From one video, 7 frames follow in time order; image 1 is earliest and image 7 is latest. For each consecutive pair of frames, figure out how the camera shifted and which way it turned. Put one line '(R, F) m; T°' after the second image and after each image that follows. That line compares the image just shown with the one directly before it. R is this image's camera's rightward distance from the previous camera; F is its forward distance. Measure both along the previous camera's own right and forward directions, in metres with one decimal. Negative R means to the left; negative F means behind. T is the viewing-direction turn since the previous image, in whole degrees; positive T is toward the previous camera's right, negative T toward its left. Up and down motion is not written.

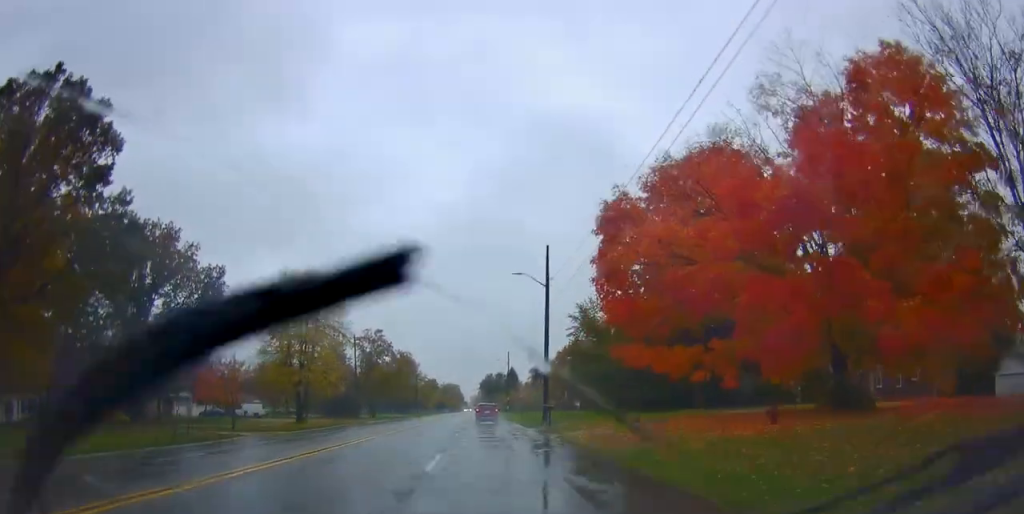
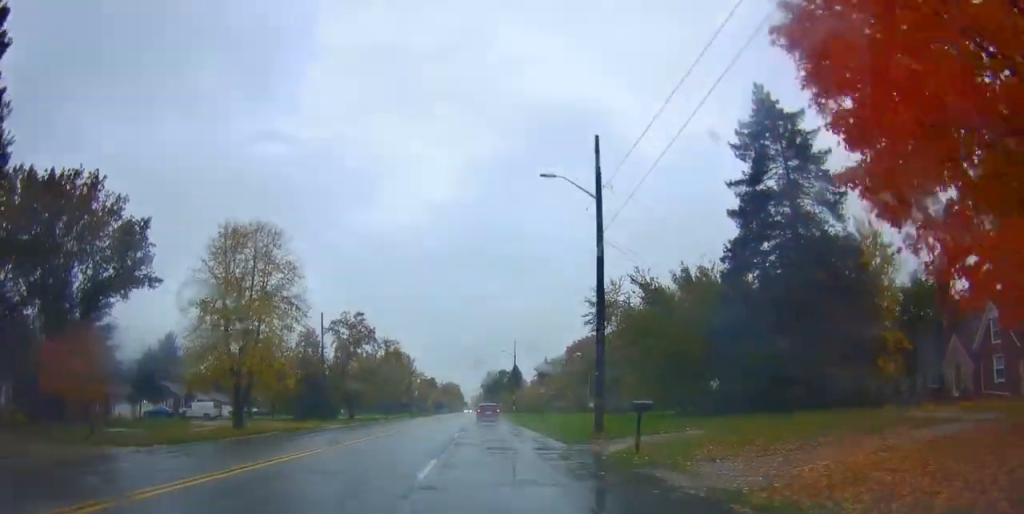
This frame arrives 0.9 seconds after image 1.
(+0.8, +17.8) m; +2°
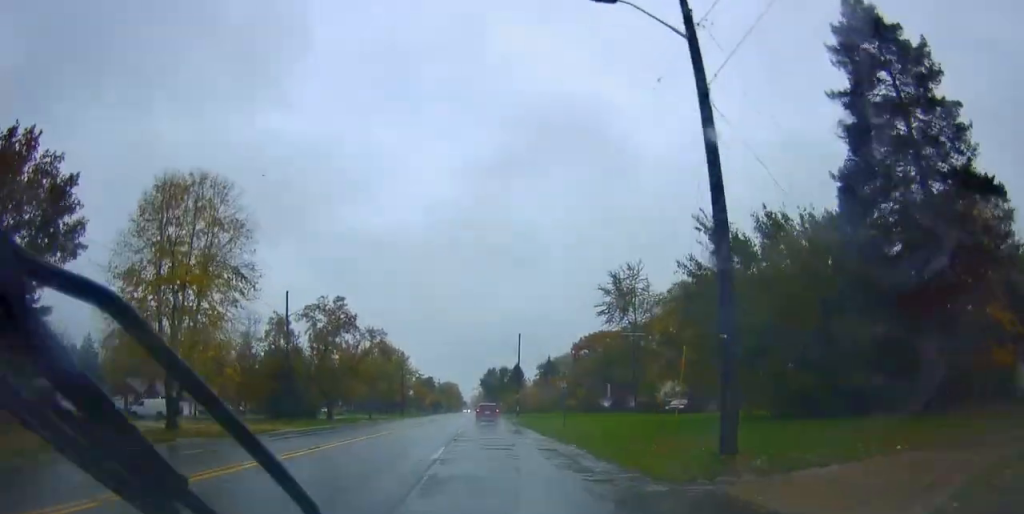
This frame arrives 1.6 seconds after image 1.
(+0.1, +12.0) m; -2°
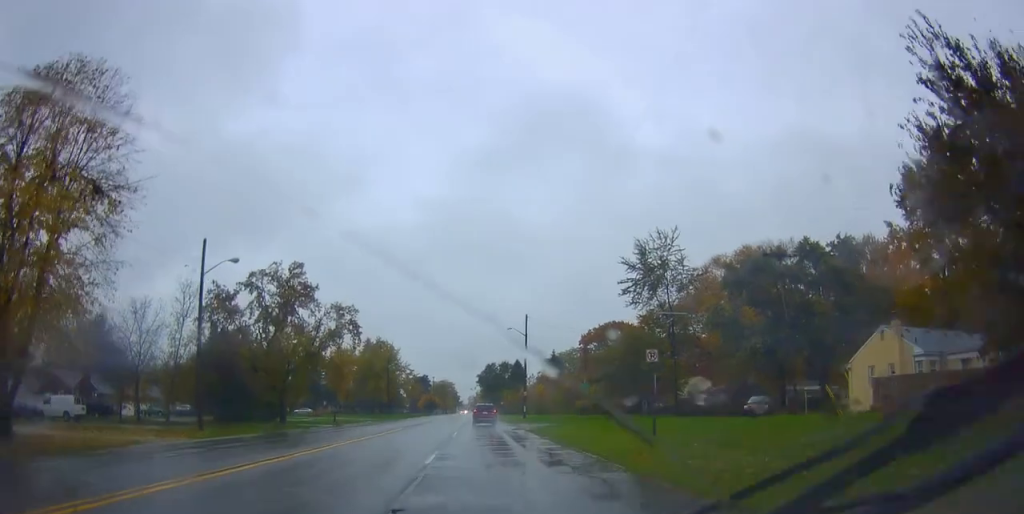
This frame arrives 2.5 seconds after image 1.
(-0.7, +16.8) m; -1°
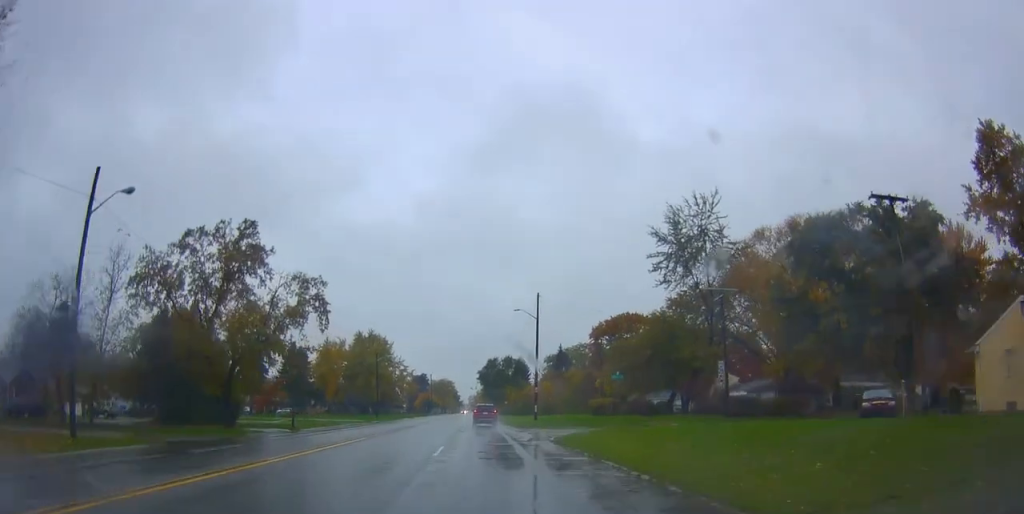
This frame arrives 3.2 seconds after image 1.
(0.0, +12.9) m; +1°
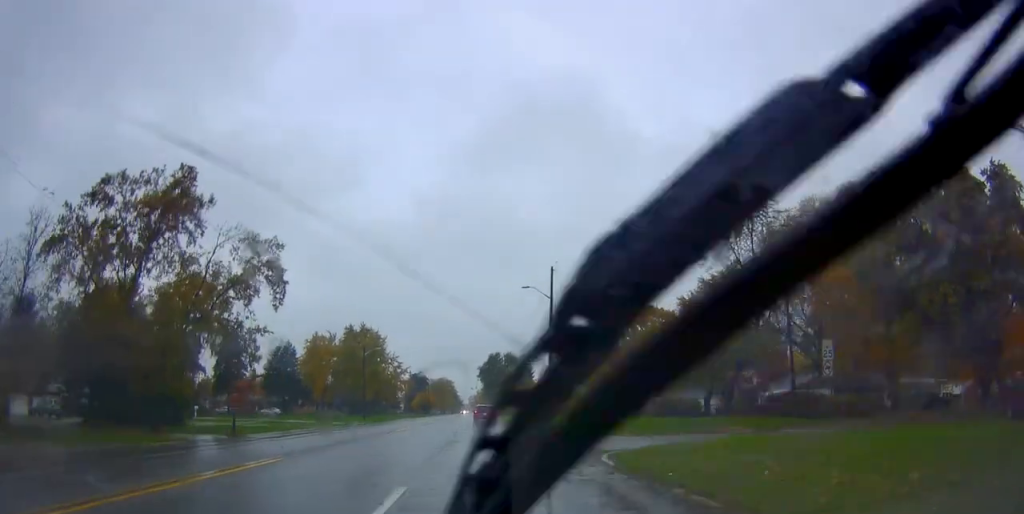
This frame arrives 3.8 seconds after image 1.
(+0.6, +11.0) m; +1°
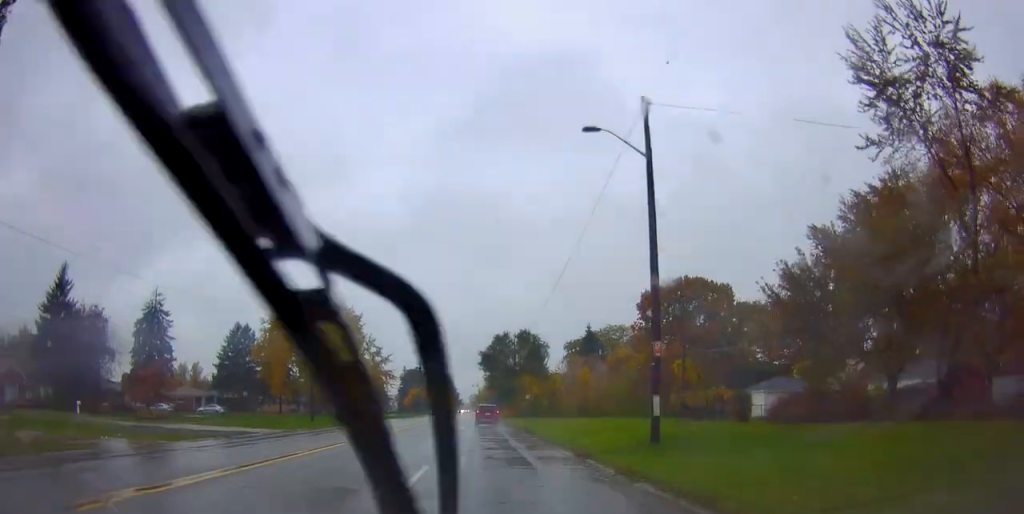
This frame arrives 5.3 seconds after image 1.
(-0.2, +27.7) m; 0°
